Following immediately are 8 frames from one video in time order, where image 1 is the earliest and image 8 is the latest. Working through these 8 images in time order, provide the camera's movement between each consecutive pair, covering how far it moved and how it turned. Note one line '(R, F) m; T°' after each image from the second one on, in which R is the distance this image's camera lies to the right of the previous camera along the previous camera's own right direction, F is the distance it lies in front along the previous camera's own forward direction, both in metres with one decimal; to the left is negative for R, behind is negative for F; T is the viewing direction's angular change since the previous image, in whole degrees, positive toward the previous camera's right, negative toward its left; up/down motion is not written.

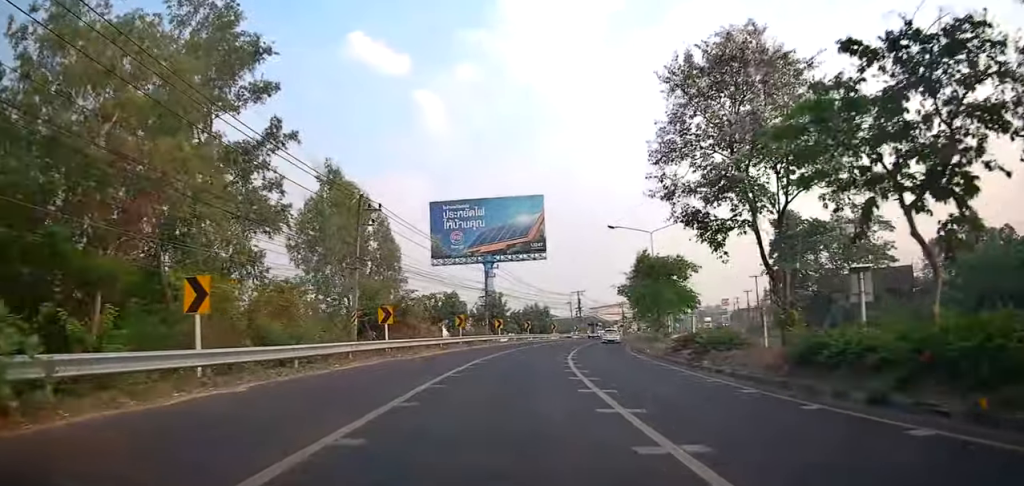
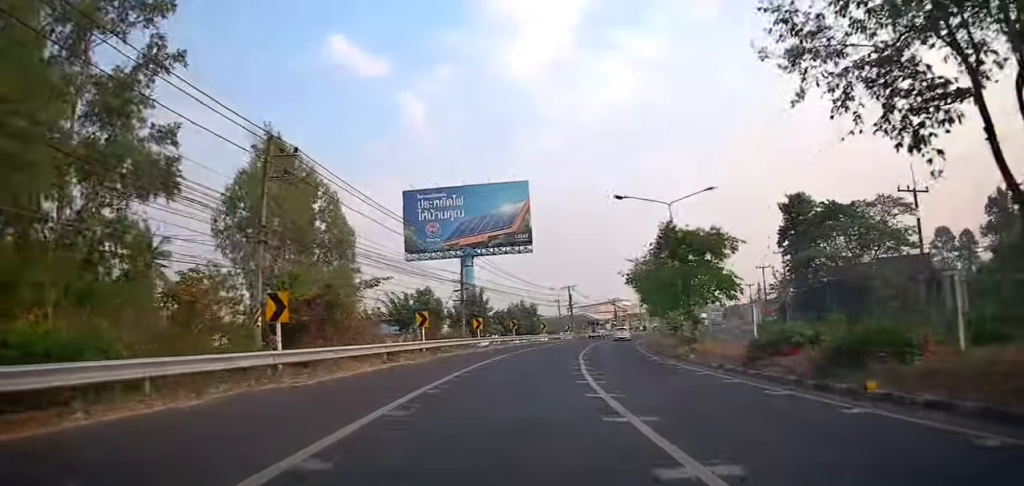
(0.0, +10.0) m; 0°
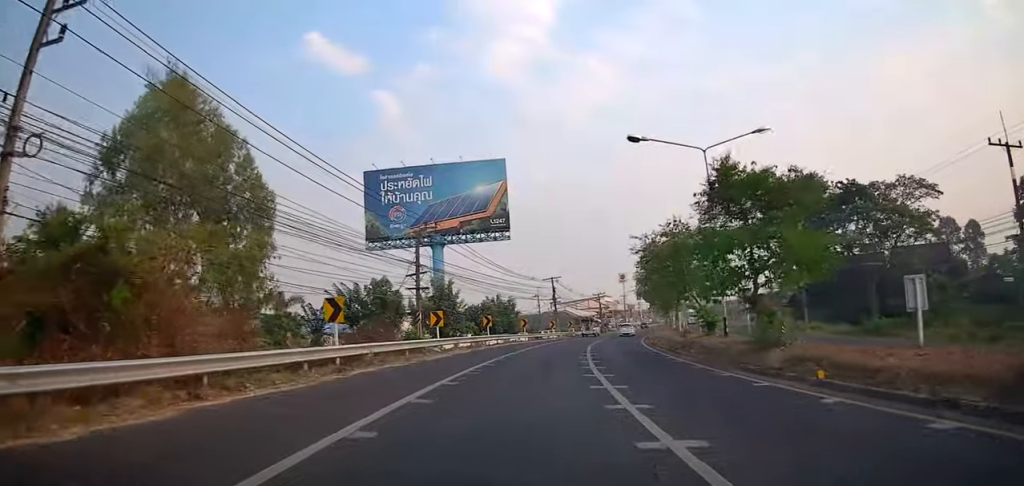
(0.0, +10.9) m; +3°
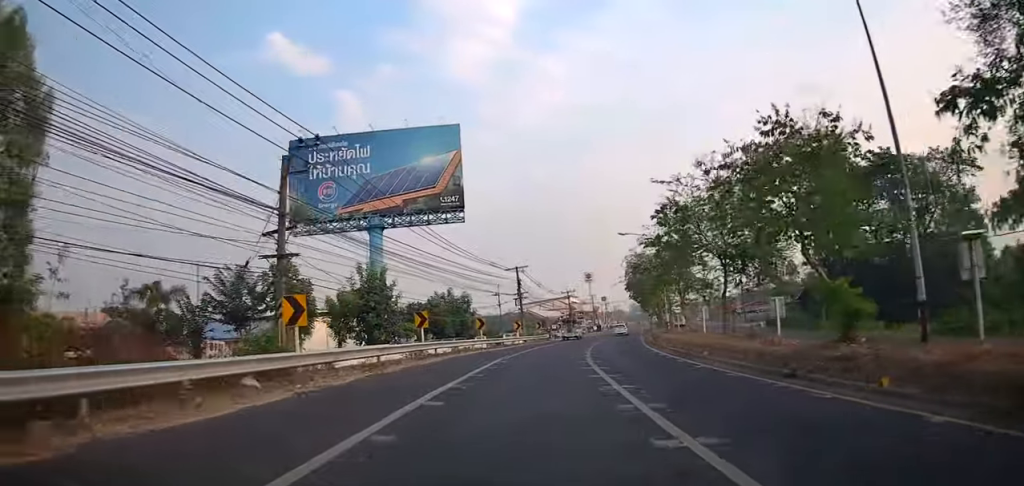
(+0.5, +15.0) m; +5°
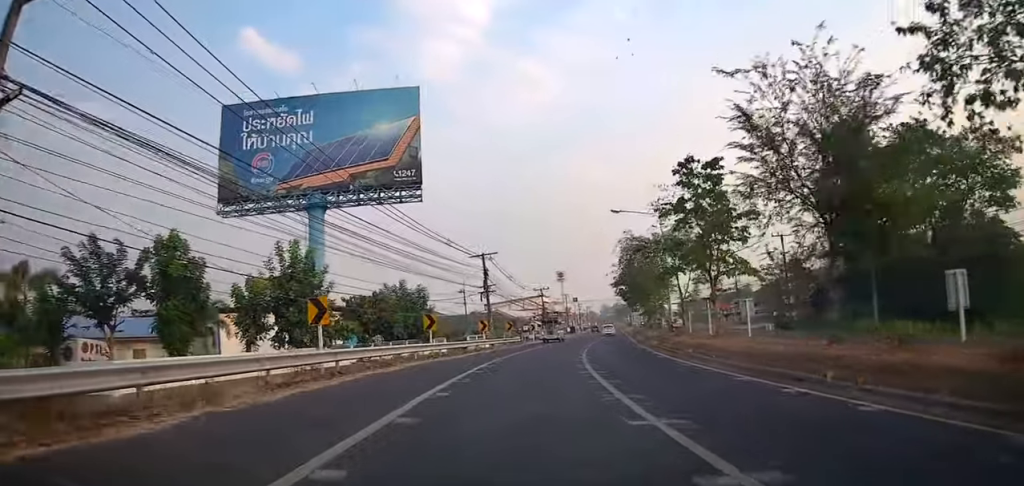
(+0.7, +10.7) m; +4°
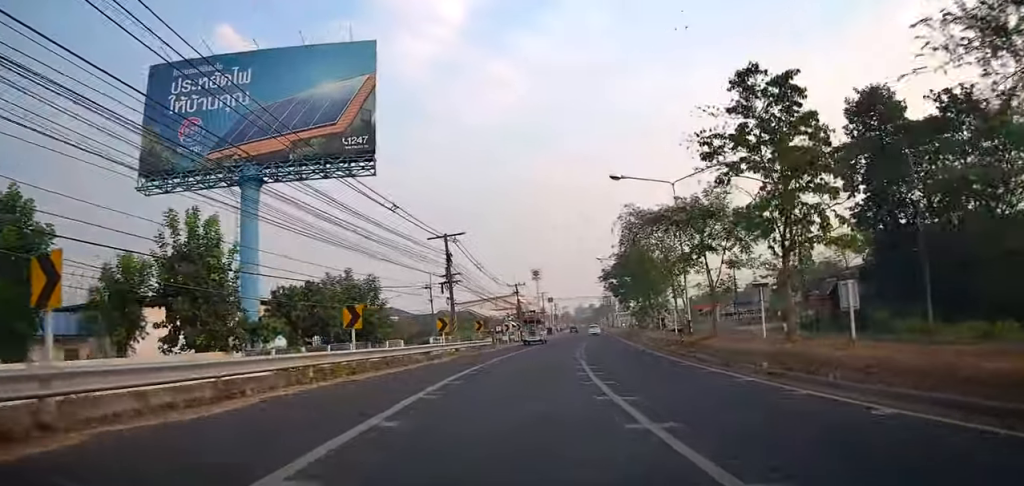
(0.0, +9.5) m; +2°
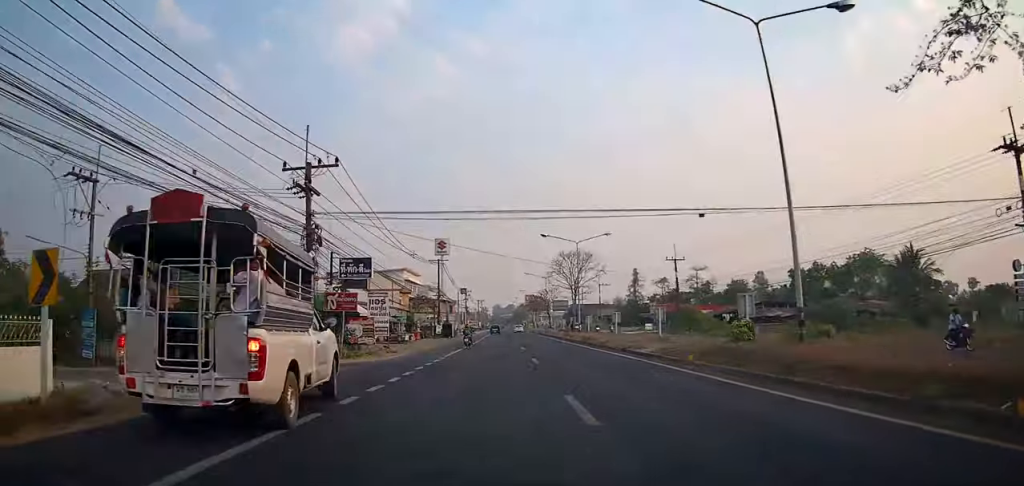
(+7.4, +58.4) m; +10°
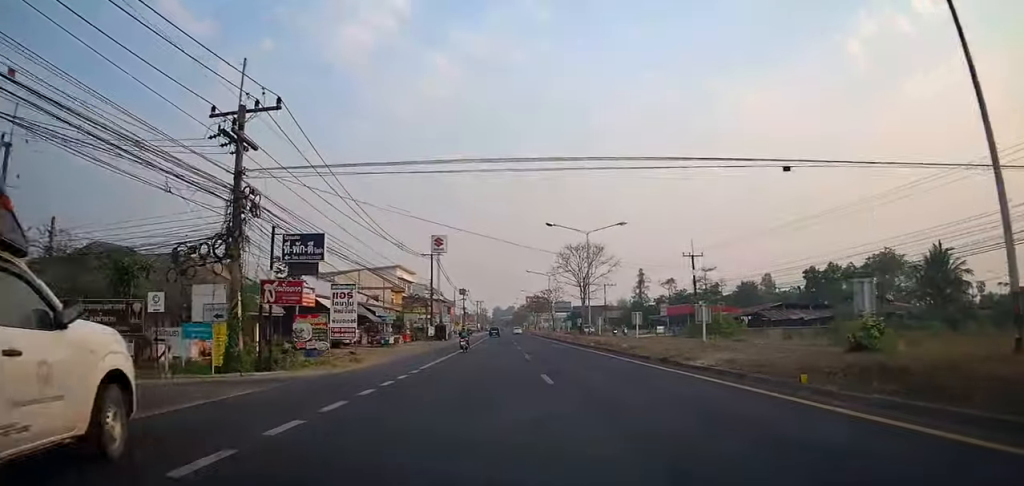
(0.0, +6.8) m; -1°
